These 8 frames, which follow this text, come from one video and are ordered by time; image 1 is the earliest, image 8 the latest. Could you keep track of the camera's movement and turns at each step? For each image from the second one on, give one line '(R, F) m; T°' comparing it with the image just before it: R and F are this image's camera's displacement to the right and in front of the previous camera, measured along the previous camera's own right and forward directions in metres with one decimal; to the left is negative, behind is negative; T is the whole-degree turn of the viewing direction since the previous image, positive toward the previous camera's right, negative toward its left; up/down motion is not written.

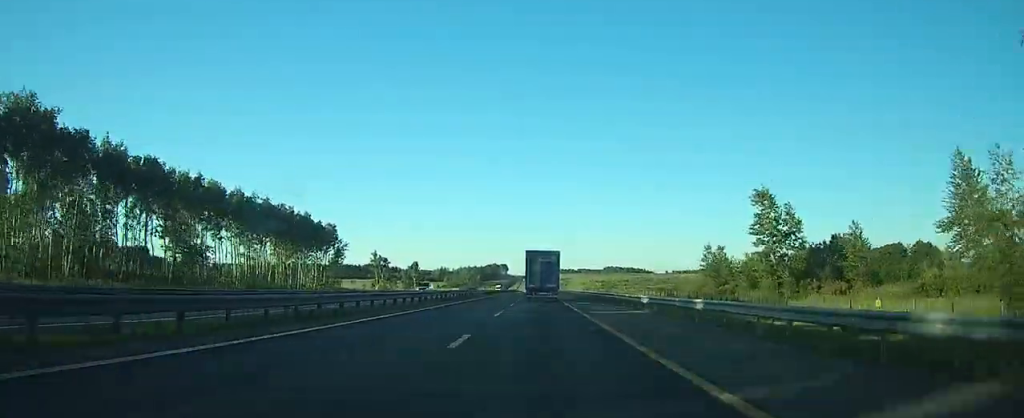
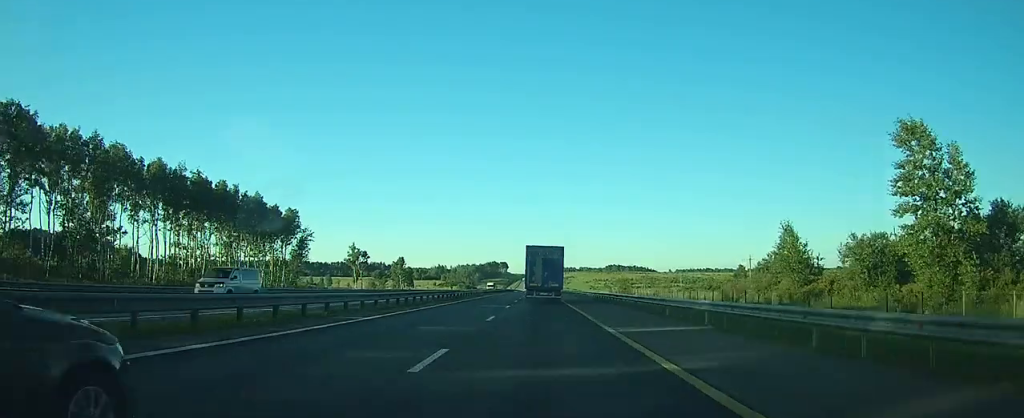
(0.0, +27.9) m; 0°
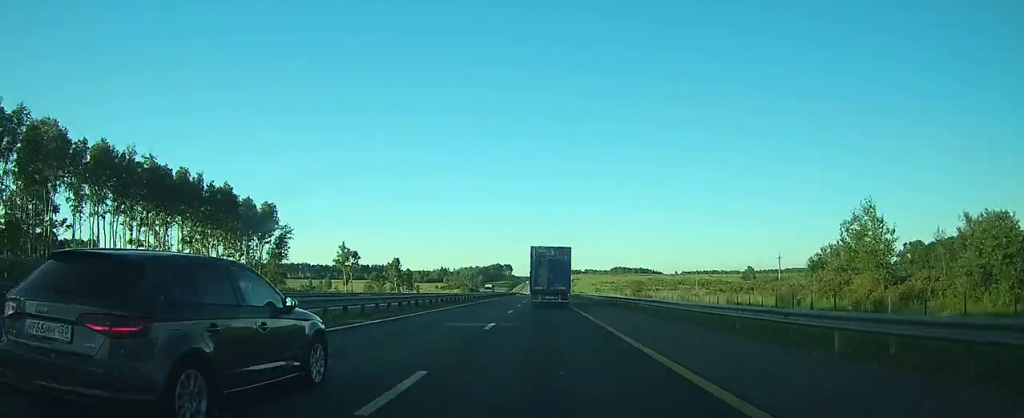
(0.0, +14.8) m; 0°
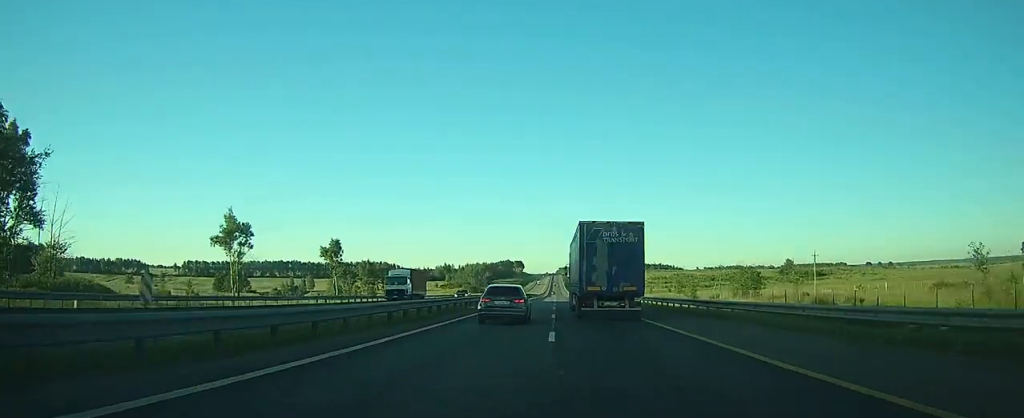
(-0.7, +74.2) m; -1°
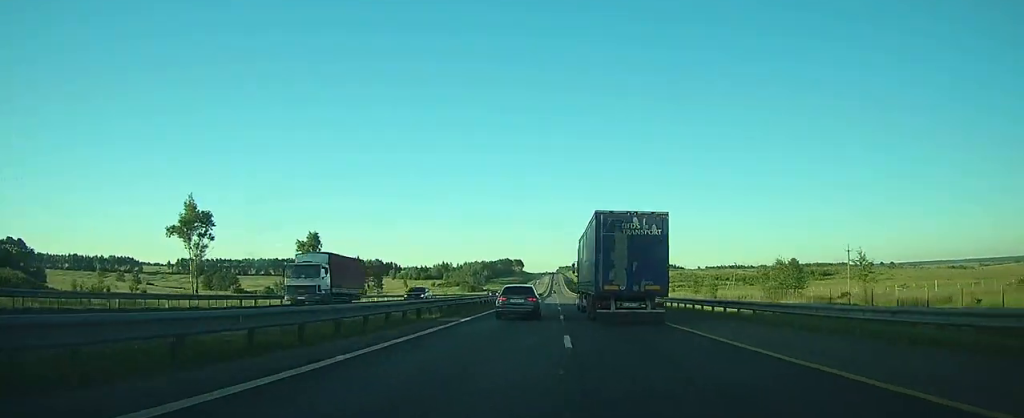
(0.0, +13.2) m; 0°
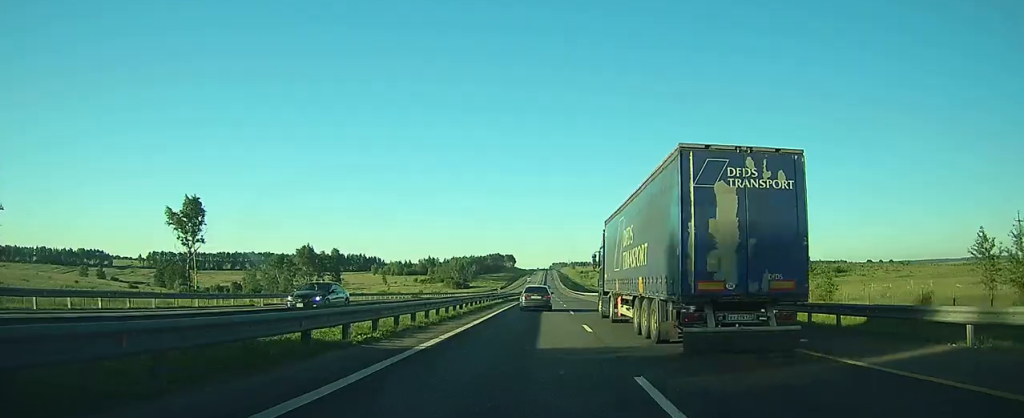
(0.0, +42.5) m; 0°
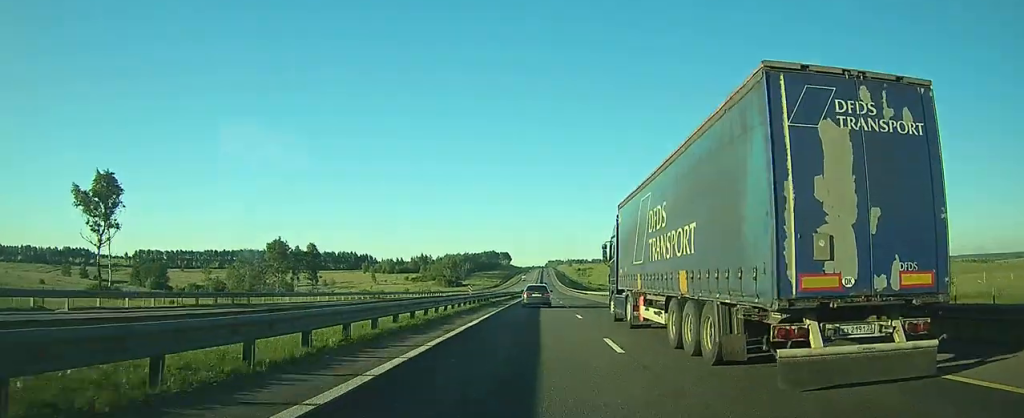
(0.0, +17.7) m; 0°
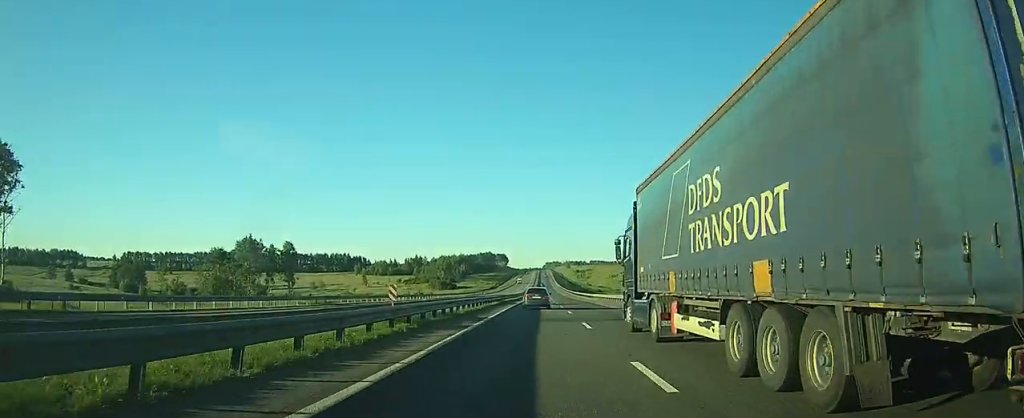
(0.0, +16.0) m; 0°
